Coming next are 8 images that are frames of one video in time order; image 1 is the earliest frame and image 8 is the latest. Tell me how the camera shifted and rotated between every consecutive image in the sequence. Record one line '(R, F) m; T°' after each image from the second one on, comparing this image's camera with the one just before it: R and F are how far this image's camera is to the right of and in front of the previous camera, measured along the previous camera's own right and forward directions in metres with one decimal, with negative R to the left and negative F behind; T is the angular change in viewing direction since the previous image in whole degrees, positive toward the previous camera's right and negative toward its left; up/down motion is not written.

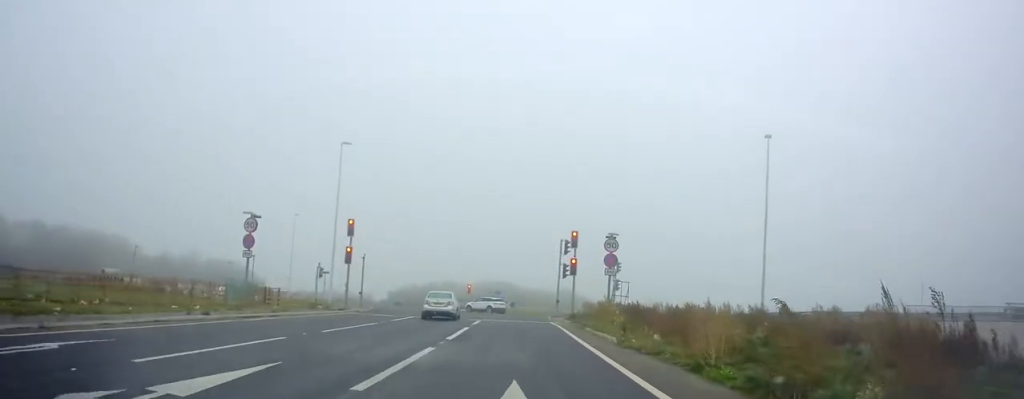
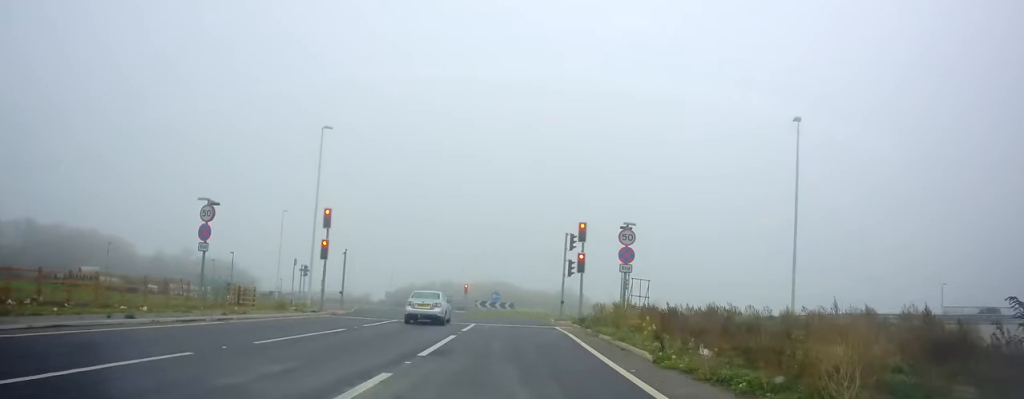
(+0.3, +4.2) m; 0°
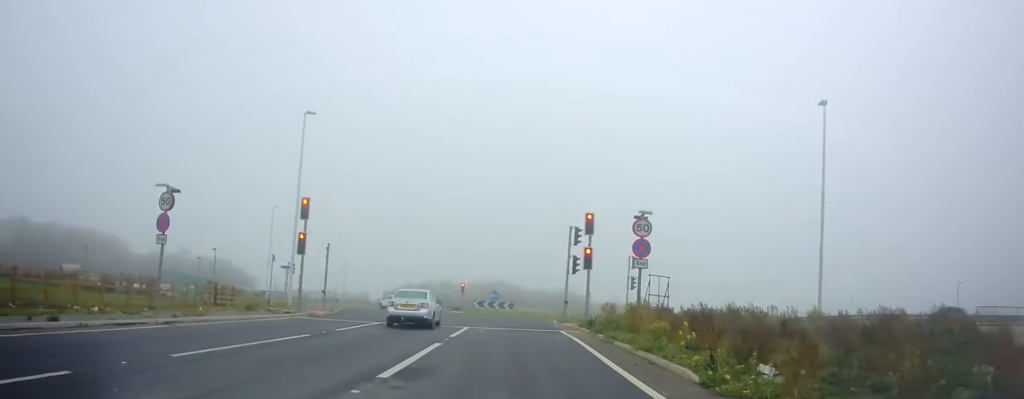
(0.0, +3.0) m; -1°
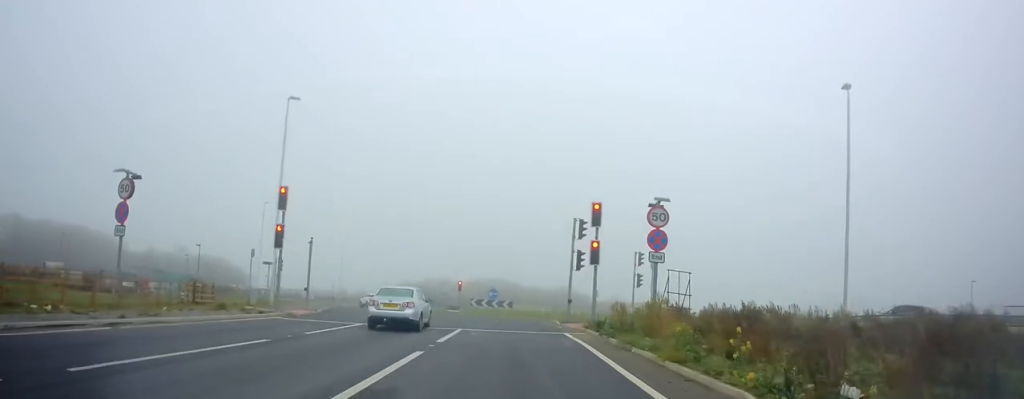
(-0.1, +2.5) m; -2°
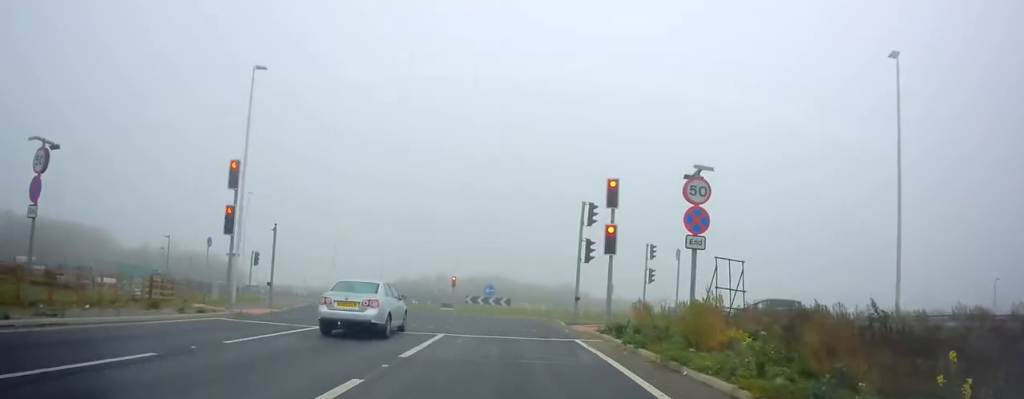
(-0.1, +4.2) m; 0°
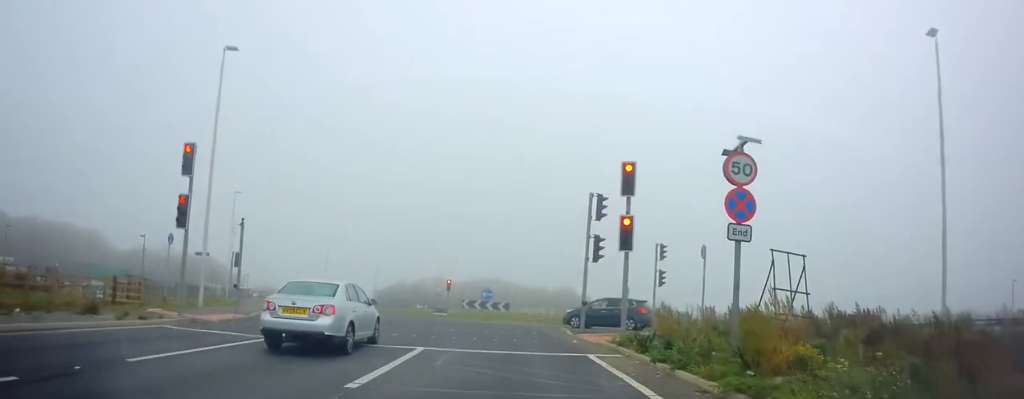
(-0.1, +3.1) m; +2°
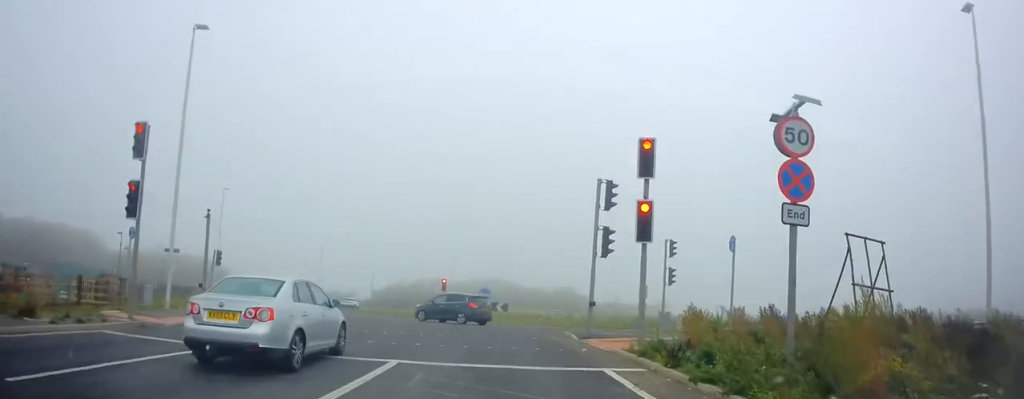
(+0.3, +2.4) m; +1°
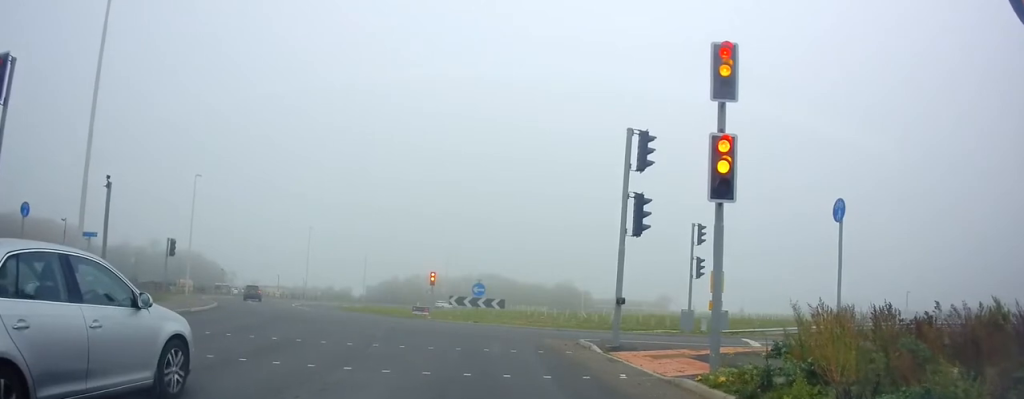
(-0.2, +4.8) m; -2°
